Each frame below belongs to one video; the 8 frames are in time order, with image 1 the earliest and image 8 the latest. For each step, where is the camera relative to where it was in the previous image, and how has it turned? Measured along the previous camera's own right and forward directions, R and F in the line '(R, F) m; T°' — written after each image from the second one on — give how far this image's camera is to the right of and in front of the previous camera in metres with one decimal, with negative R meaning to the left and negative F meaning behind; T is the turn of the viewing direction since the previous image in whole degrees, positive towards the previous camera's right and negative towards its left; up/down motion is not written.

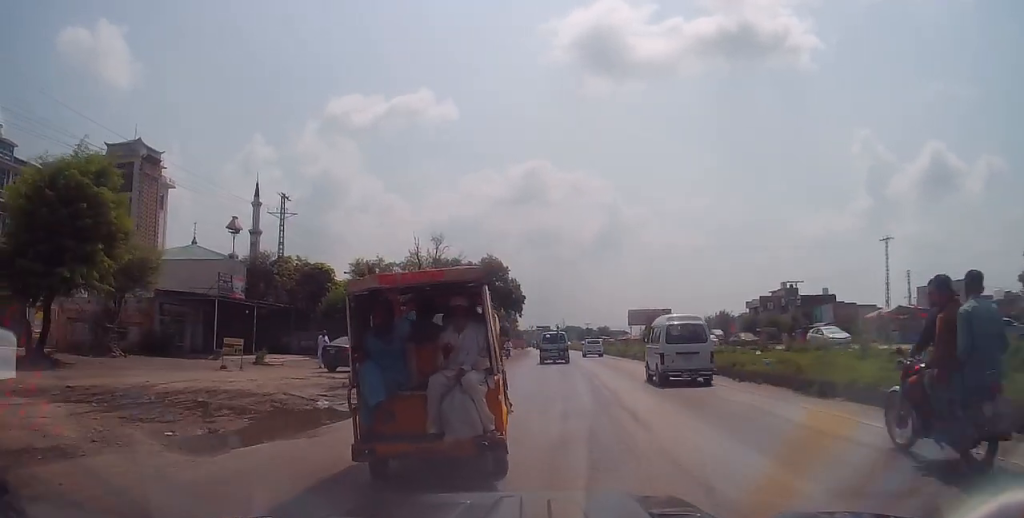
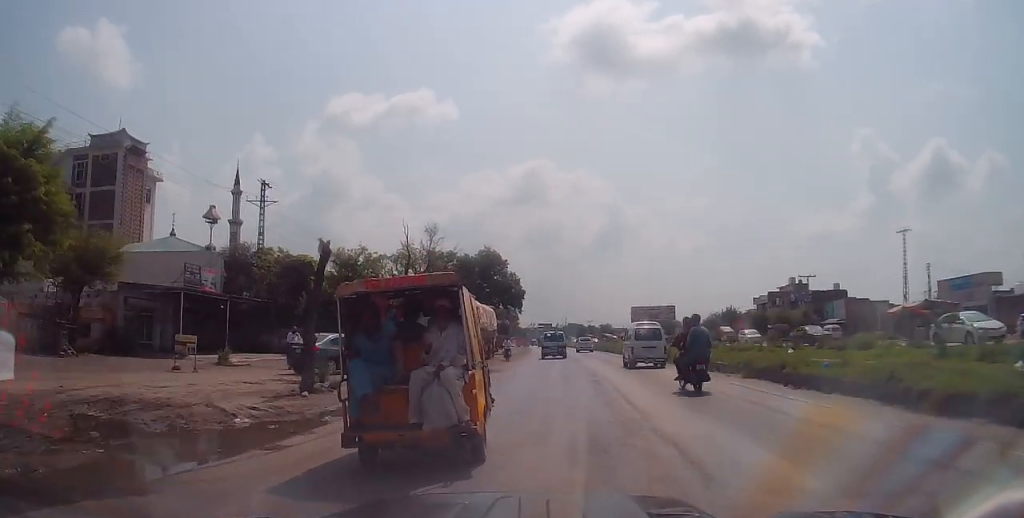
(-0.5, +3.7) m; -1°
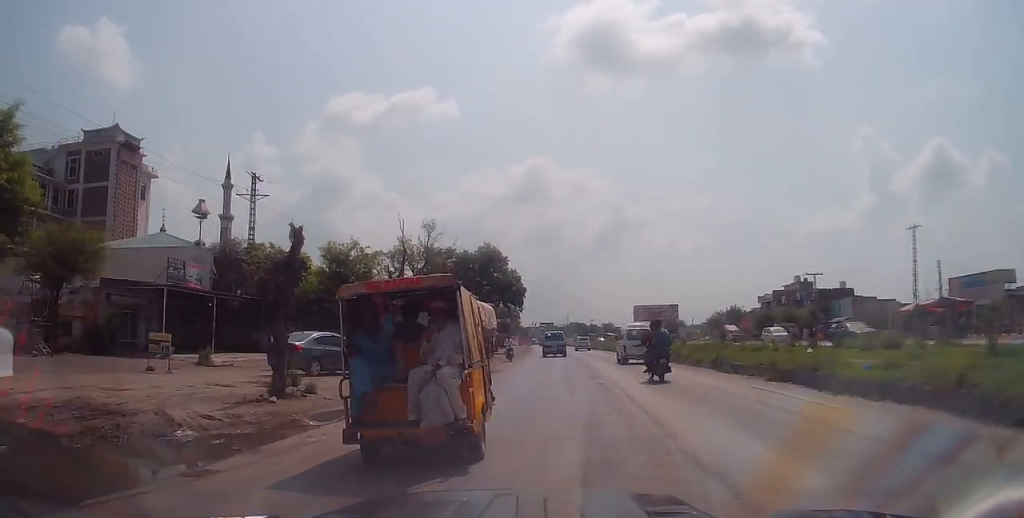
(+0.2, +1.8) m; +2°
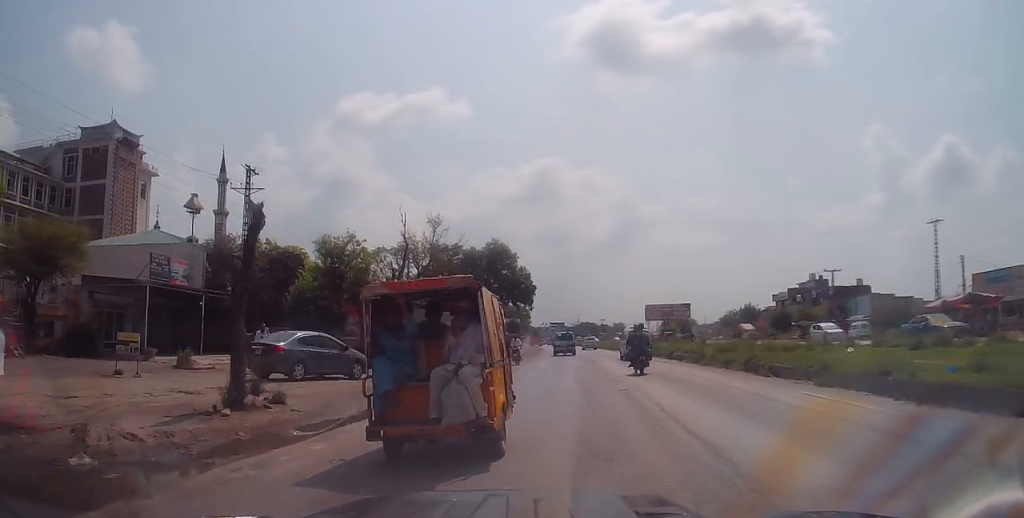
(+0.1, +2.4) m; +2°
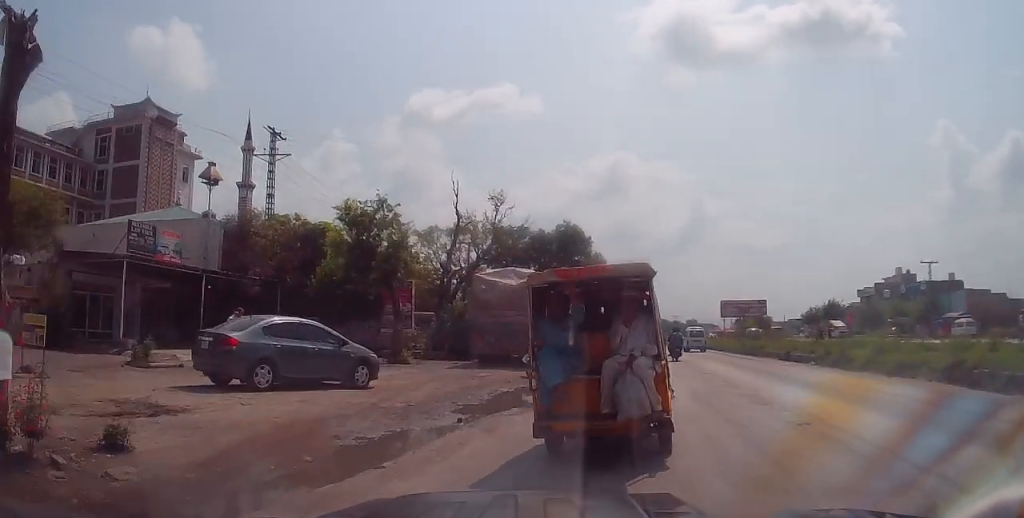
(-0.1, +6.6) m; -5°
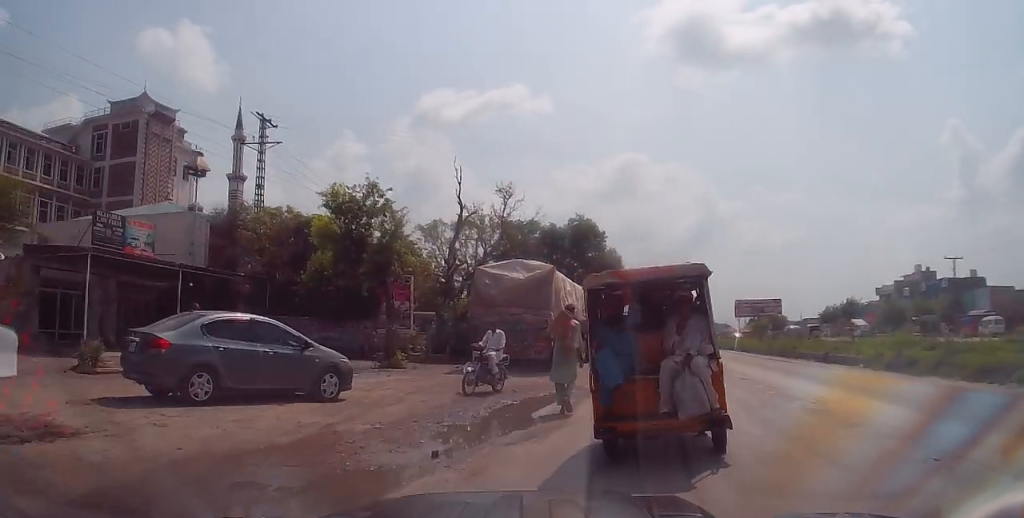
(-0.1, +2.4) m; -1°
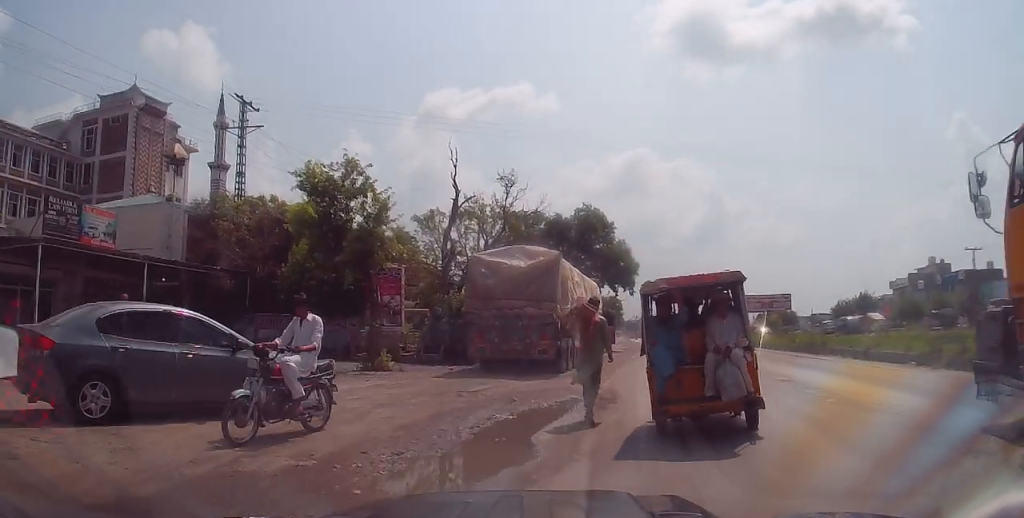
(-0.1, +2.7) m; +3°
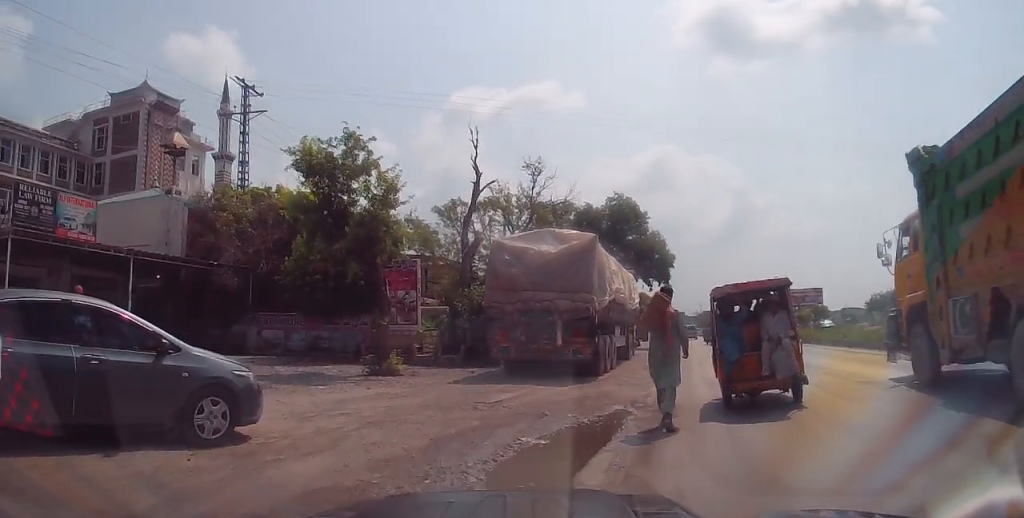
(+0.2, +2.5) m; -4°
